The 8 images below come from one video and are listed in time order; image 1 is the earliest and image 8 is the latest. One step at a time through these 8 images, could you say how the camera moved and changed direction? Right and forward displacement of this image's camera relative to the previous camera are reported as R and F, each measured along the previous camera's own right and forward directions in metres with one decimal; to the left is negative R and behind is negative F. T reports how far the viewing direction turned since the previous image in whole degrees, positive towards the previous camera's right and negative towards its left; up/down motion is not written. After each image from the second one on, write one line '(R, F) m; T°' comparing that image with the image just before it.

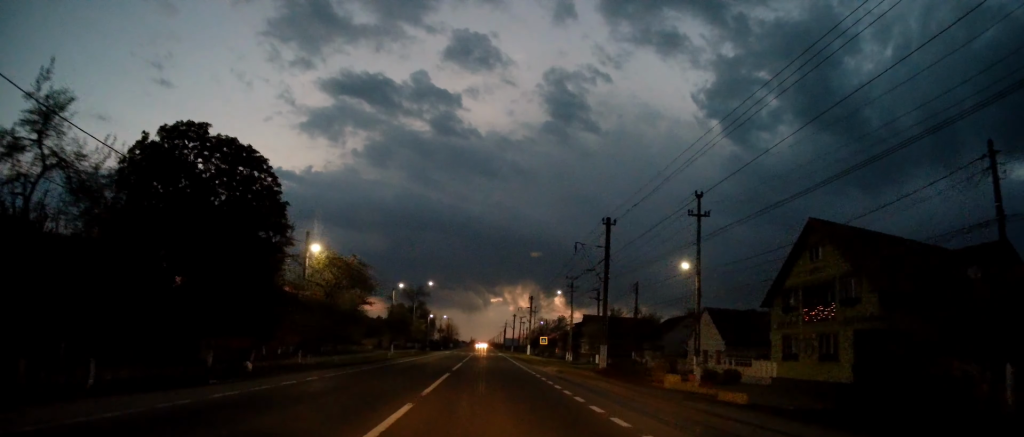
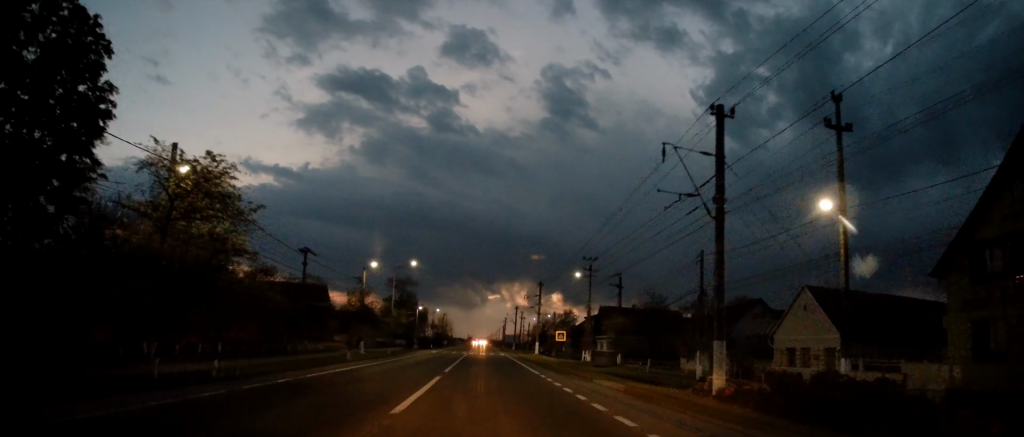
(-0.3, +15.6) m; 0°
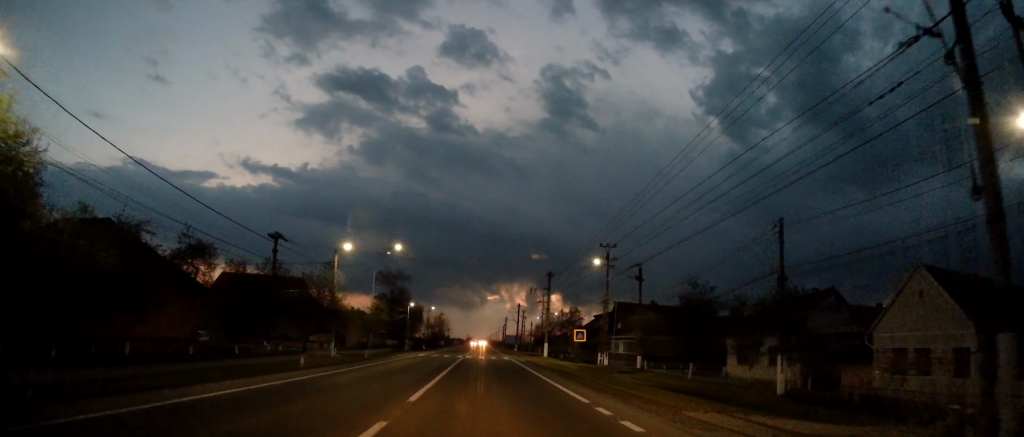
(-0.1, +10.4) m; 0°
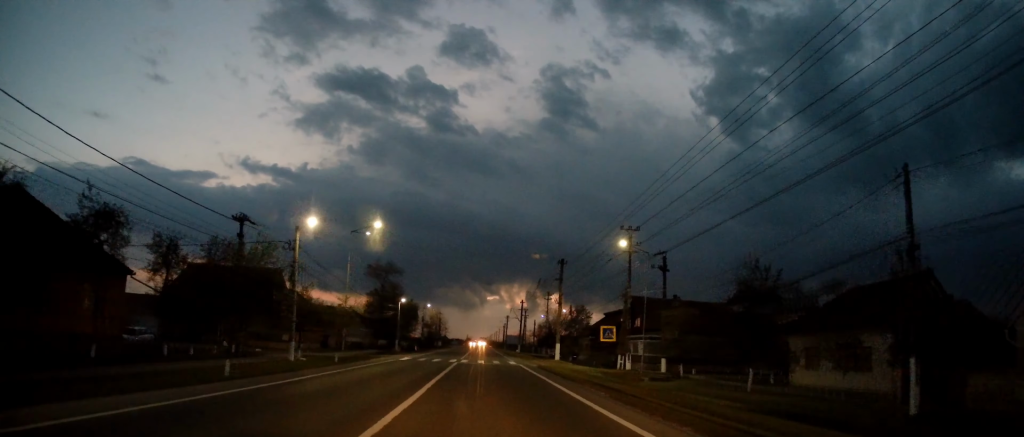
(+0.1, +9.2) m; +1°
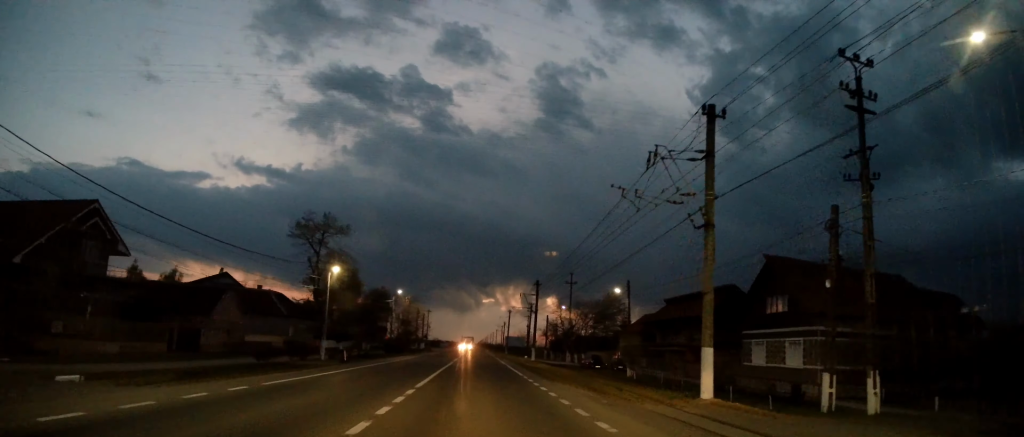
(+0.1, +35.6) m; -1°
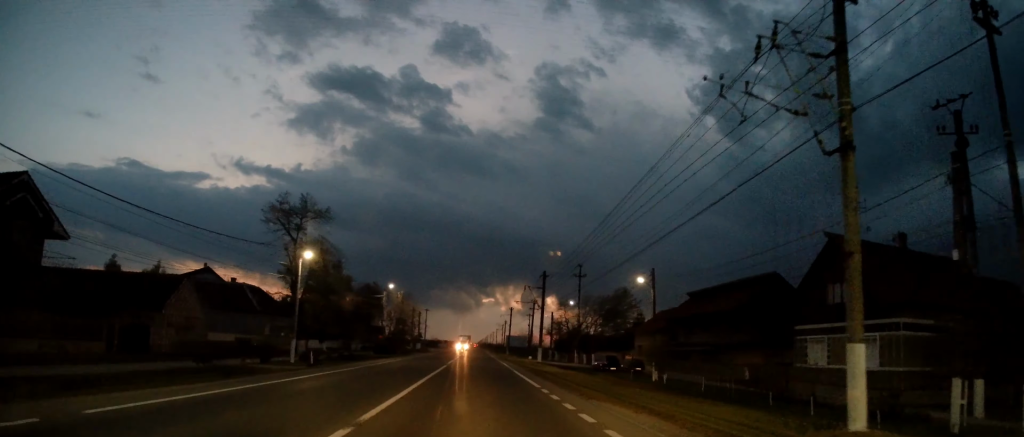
(-0.2, +7.3) m; 0°
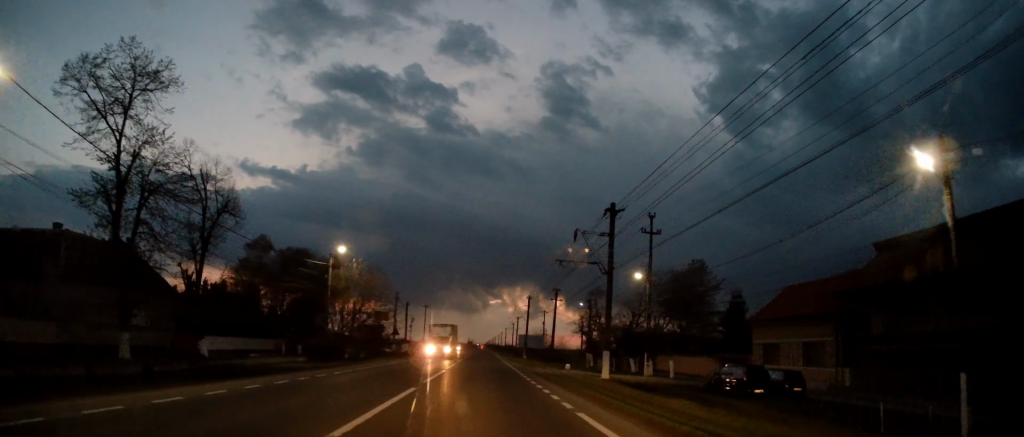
(+0.6, +26.8) m; +1°
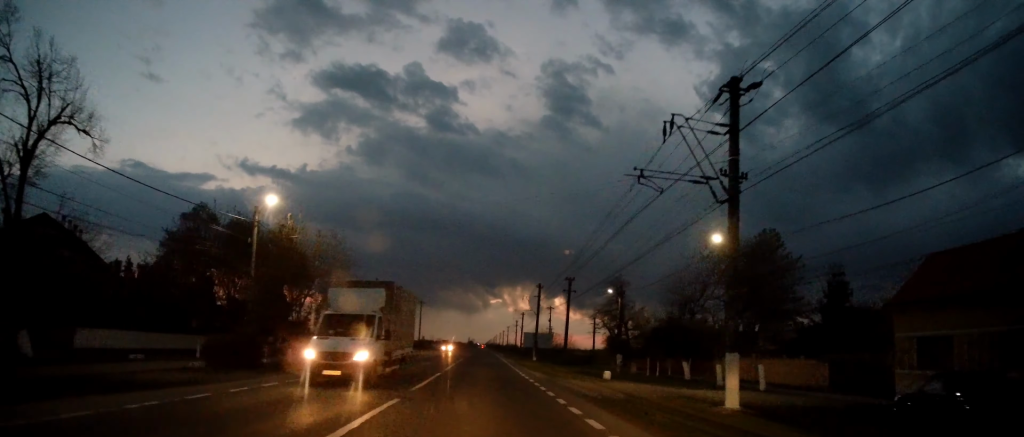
(-0.1, +14.0) m; -1°
